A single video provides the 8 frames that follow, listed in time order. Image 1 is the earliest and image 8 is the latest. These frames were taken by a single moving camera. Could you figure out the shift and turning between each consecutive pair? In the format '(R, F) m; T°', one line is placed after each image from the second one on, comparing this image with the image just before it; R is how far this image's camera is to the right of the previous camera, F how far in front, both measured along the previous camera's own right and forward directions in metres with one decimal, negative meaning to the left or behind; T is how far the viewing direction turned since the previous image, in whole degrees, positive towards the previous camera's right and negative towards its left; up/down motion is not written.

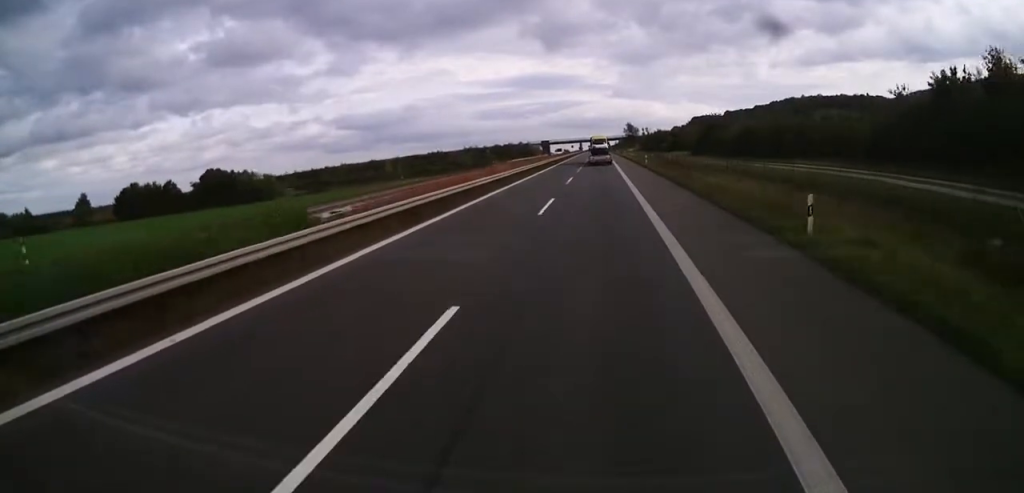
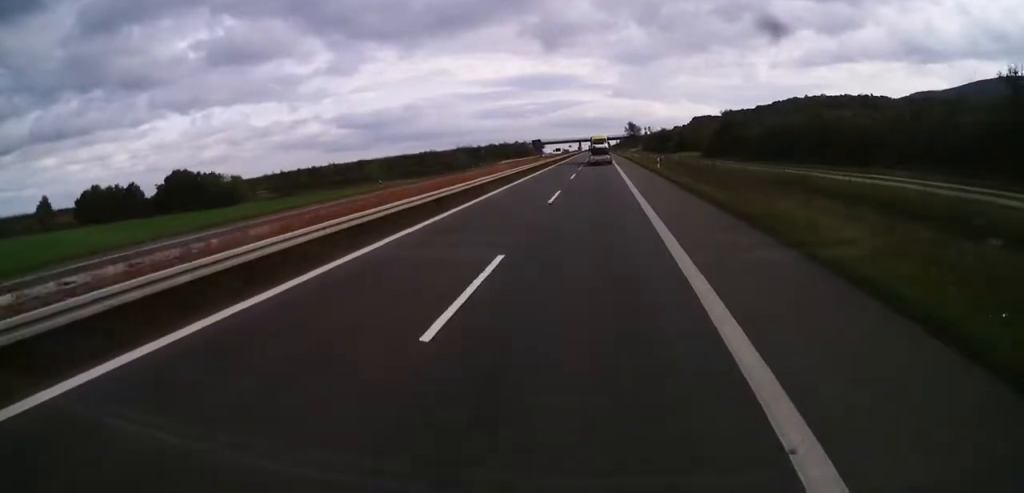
(0.0, +13.8) m; -1°
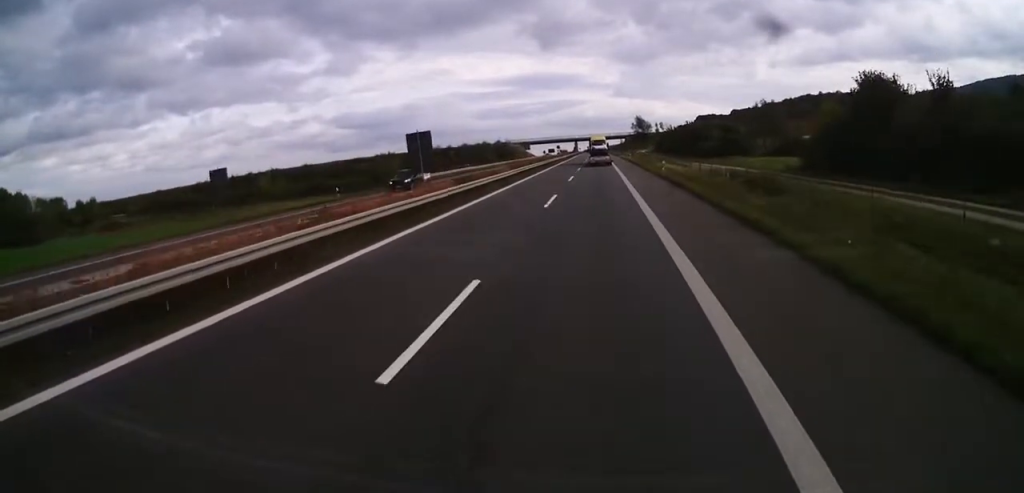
(-0.5, +55.4) m; 0°
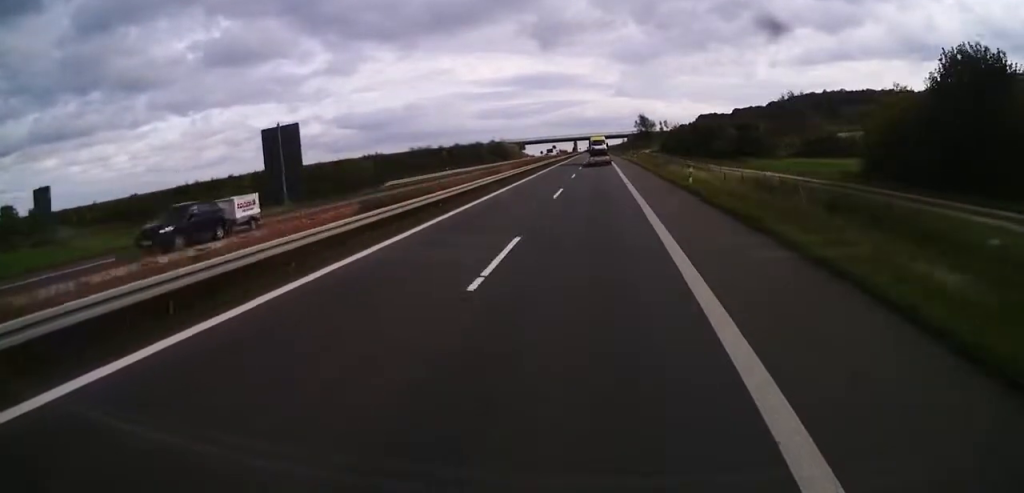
(0.0, +13.8) m; 0°
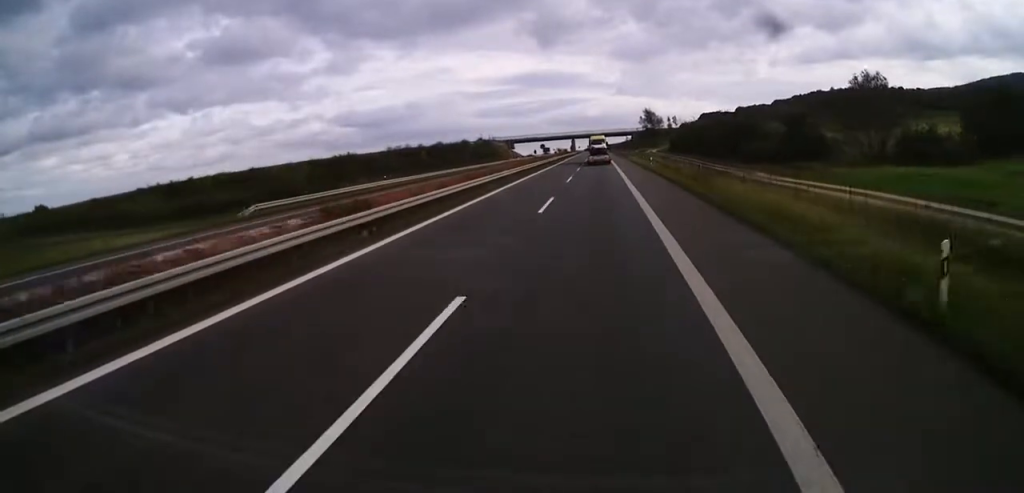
(-0.2, +24.4) m; 0°
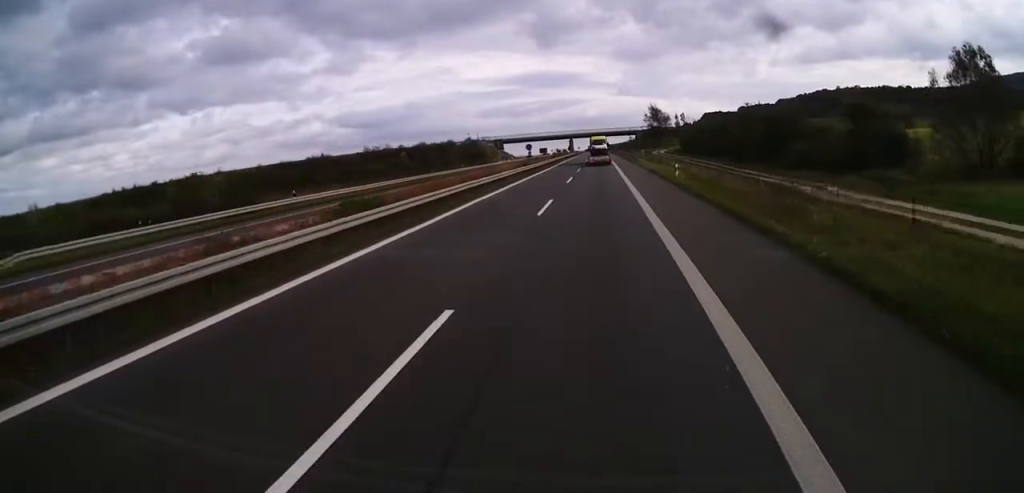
(0.0, +18.7) m; +1°
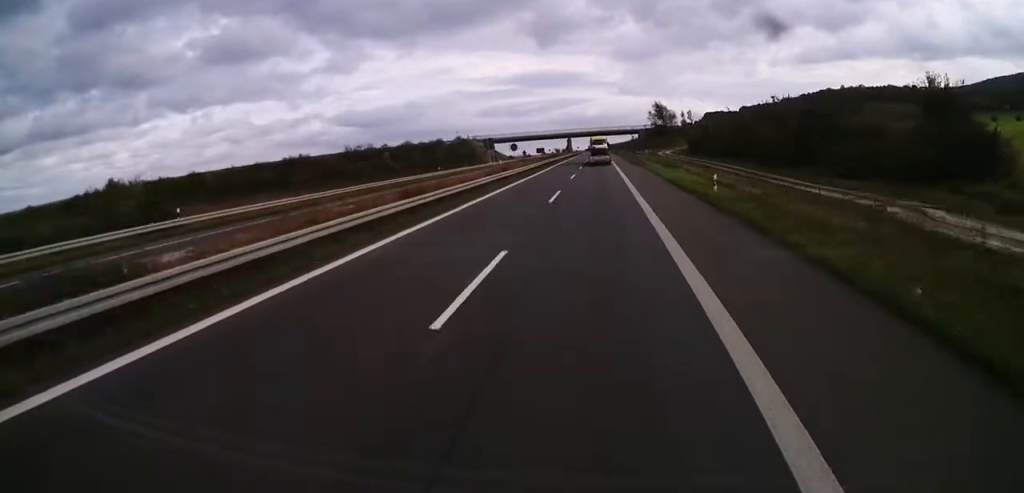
(+0.2, +13.0) m; 0°
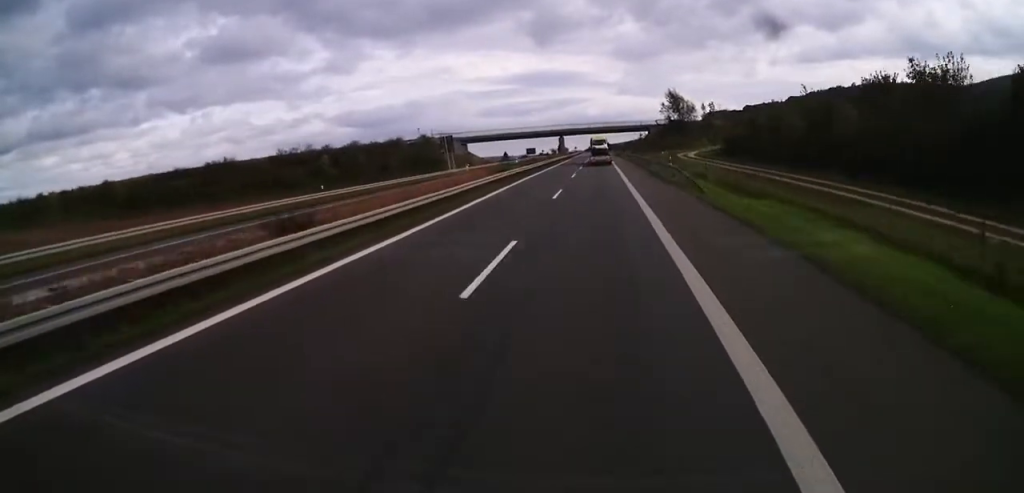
(-0.5, +34.1) m; -1°
